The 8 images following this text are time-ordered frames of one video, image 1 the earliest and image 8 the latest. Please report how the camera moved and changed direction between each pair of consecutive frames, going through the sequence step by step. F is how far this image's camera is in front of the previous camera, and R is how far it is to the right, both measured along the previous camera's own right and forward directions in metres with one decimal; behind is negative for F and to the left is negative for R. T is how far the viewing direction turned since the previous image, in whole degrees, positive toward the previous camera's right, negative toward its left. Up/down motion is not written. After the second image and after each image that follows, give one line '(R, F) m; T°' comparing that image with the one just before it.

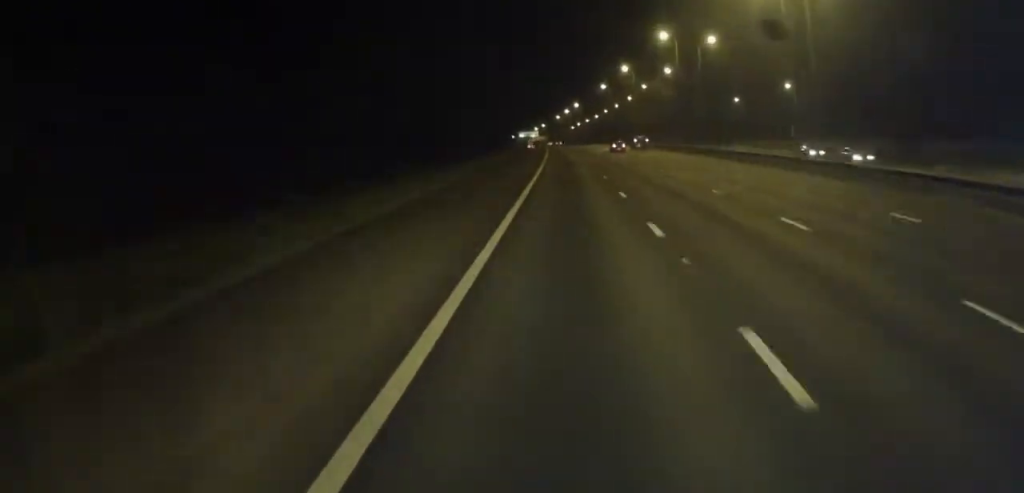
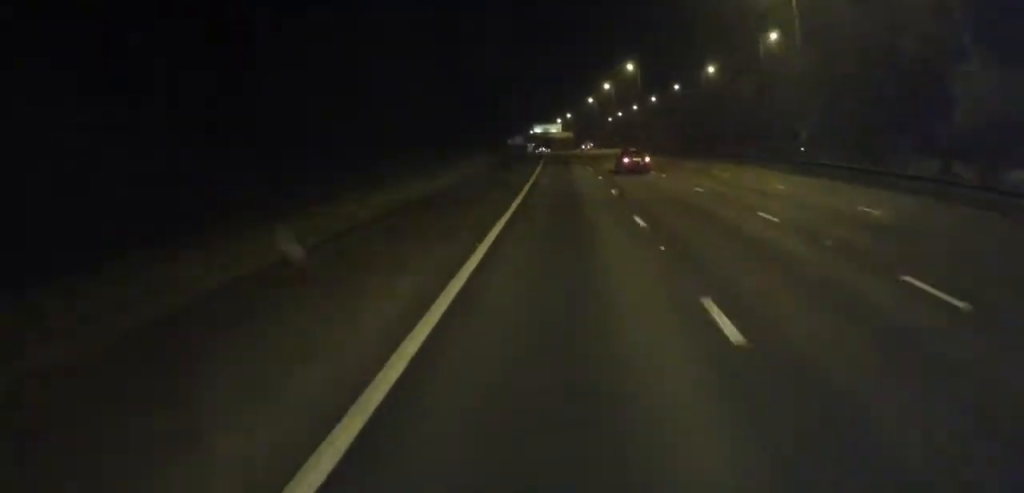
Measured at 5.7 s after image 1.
(-2.1, +123.1) m; -2°
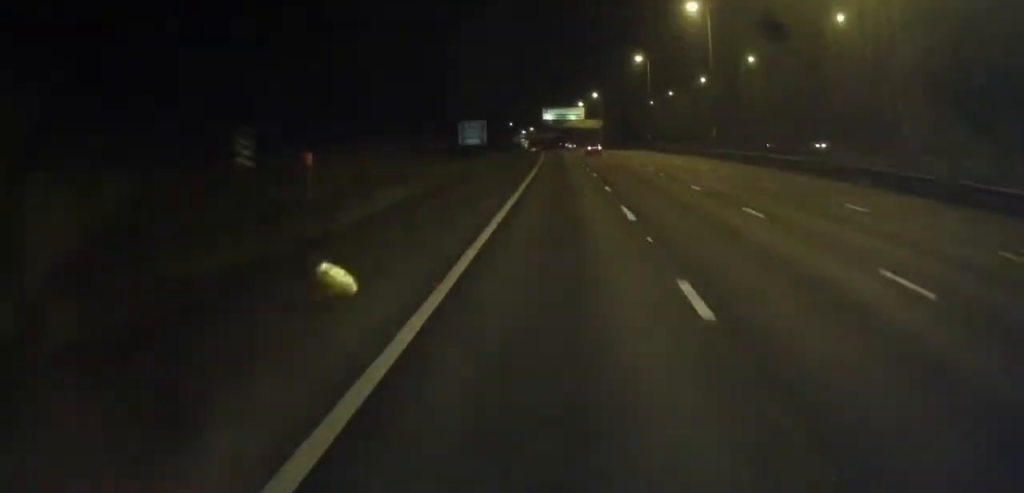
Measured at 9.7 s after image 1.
(-1.5, +88.6) m; -3°
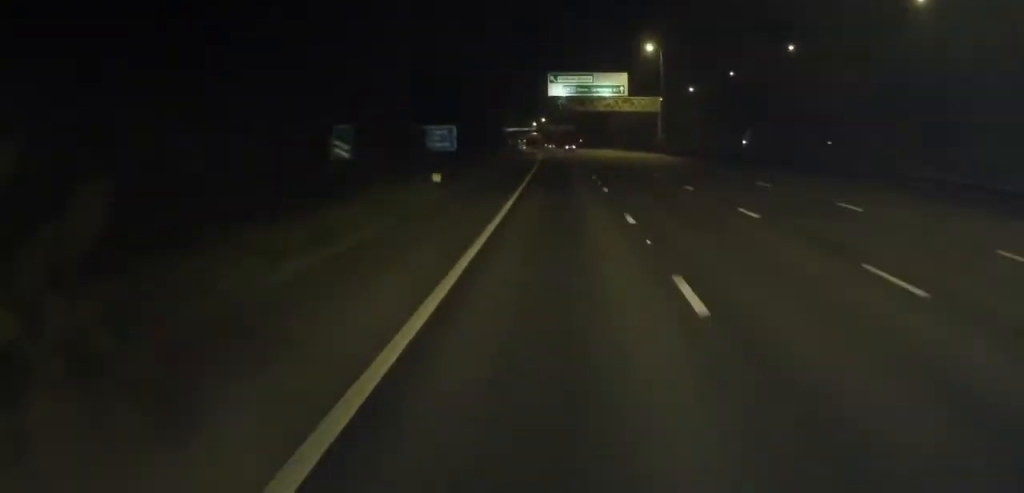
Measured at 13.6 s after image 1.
(-2.3, +88.0) m; -2°
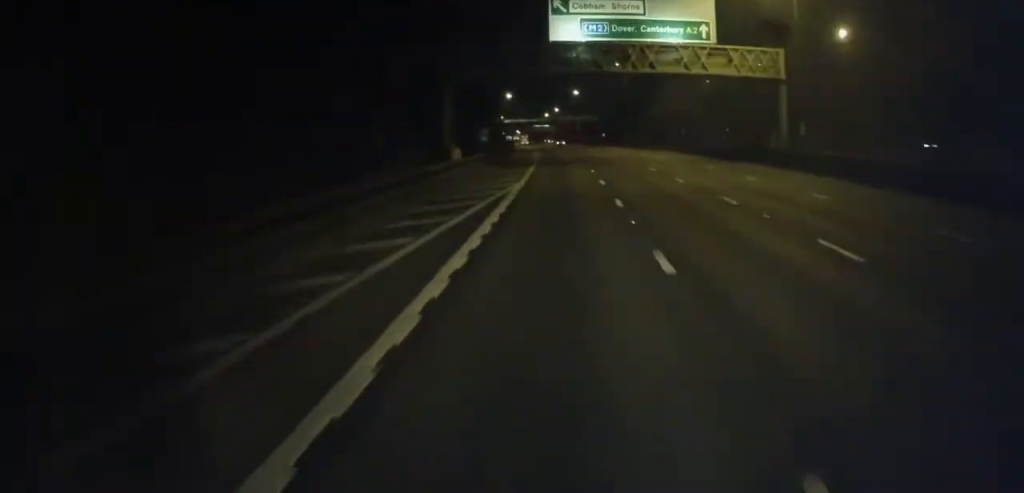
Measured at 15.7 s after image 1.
(-0.7, +49.7) m; -1°
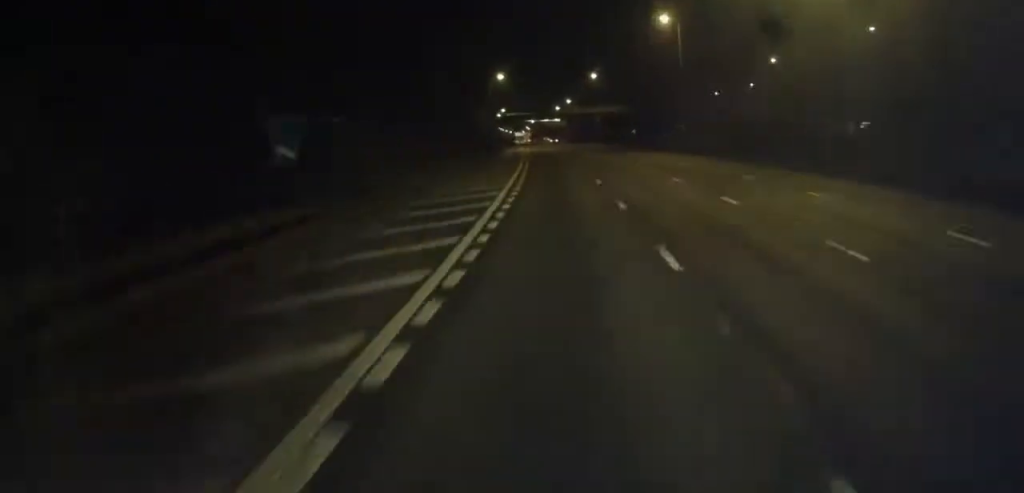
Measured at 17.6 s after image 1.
(+0.4, +43.7) m; -1°
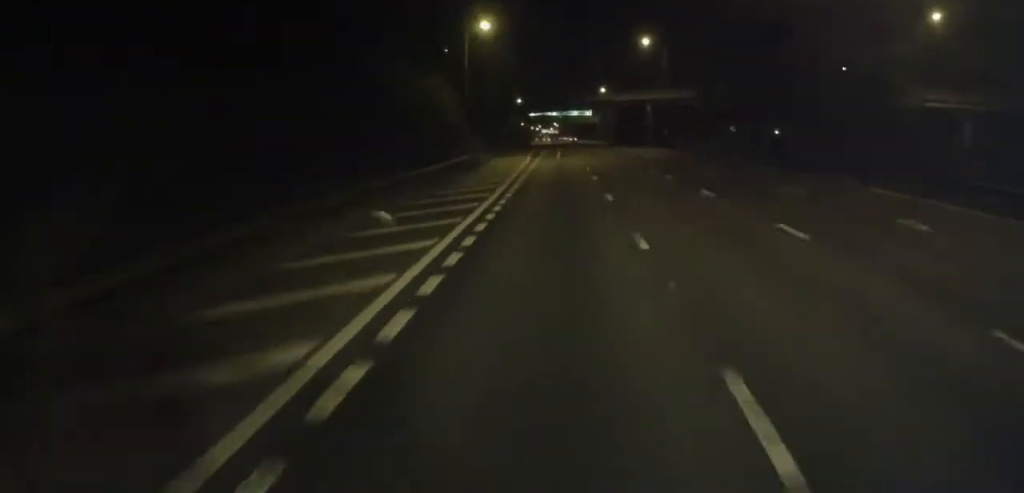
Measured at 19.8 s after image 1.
(-1.4, +50.5) m; -1°
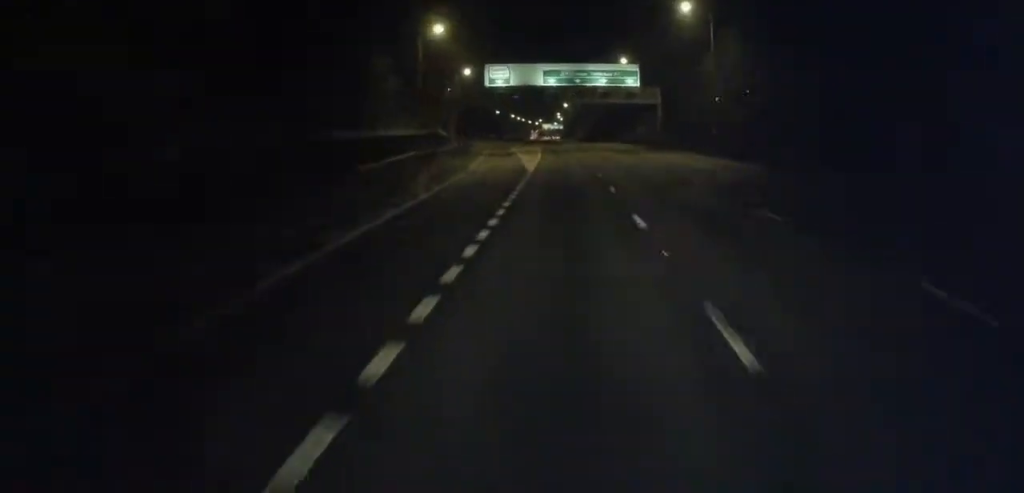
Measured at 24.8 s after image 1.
(-2.3, +120.6) m; -2°
